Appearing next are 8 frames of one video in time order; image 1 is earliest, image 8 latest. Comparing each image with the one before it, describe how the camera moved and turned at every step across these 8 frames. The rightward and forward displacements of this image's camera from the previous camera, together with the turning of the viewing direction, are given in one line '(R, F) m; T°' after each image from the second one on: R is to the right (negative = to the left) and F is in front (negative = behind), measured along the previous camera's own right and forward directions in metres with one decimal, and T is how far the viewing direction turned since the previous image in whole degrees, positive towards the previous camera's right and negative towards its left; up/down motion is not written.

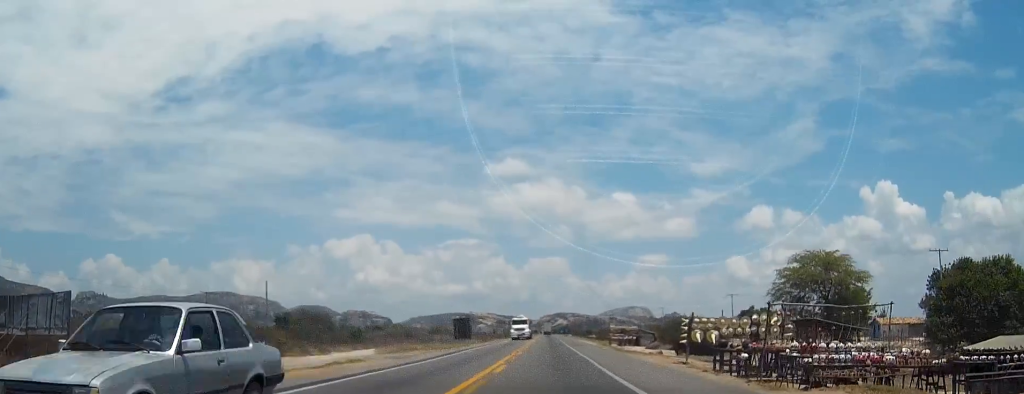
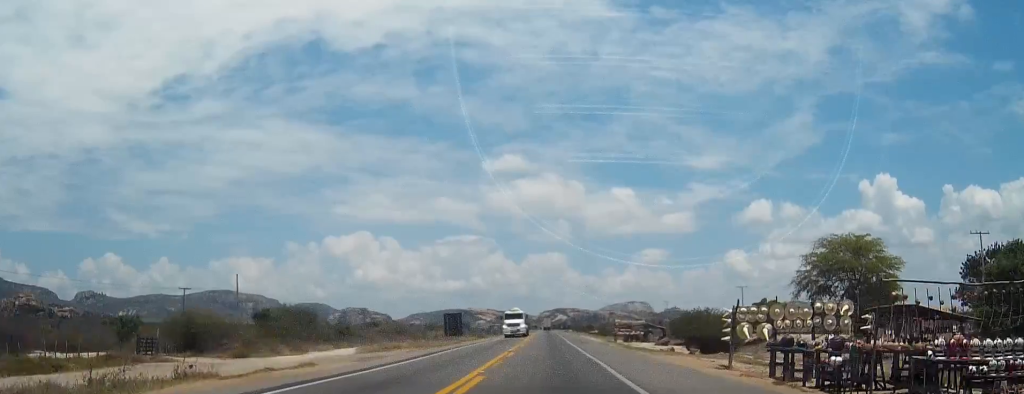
(0.0, +8.2) m; 0°
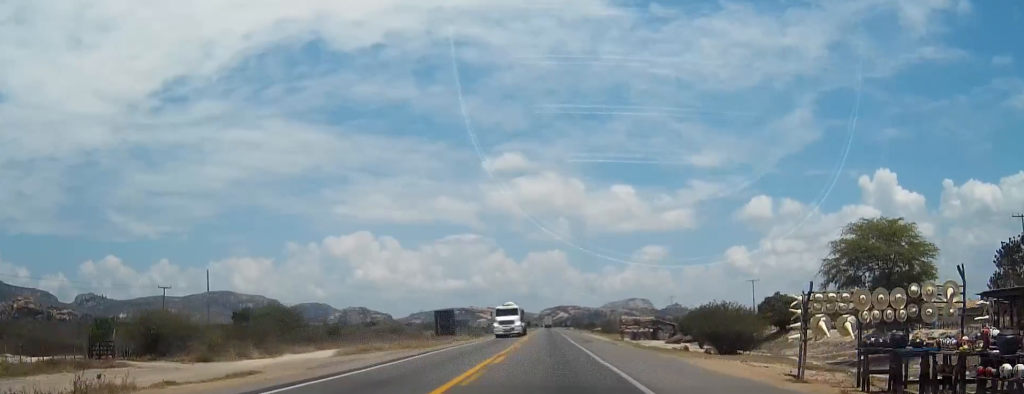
(0.0, +7.1) m; 0°
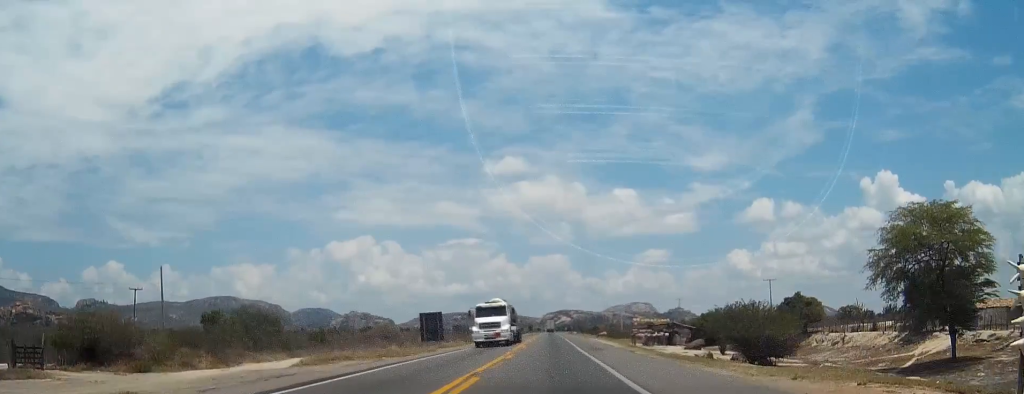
(0.0, +9.4) m; 0°
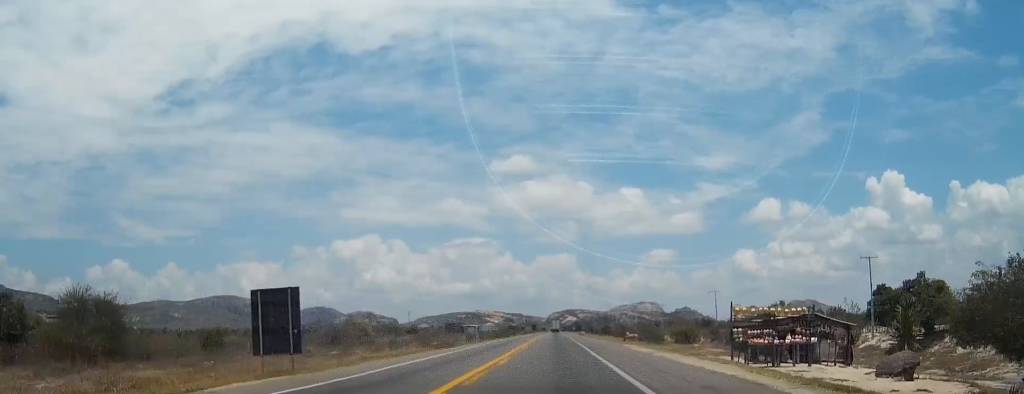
(+0.3, +38.6) m; +1°
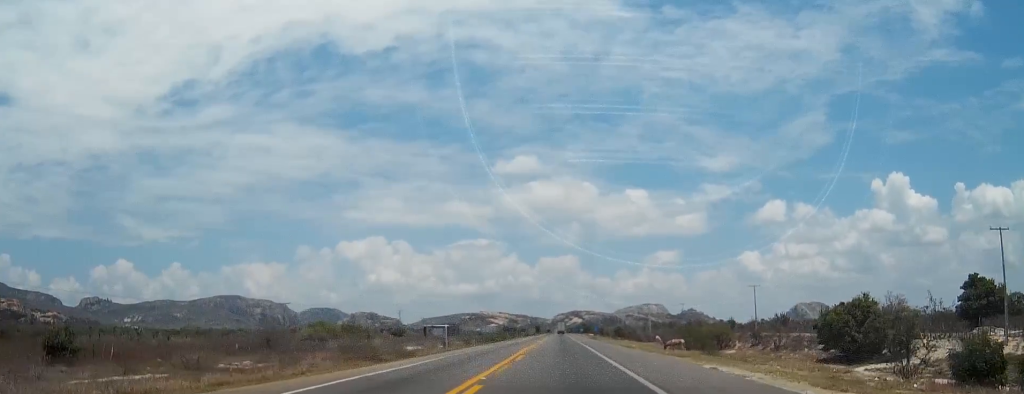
(-0.1, +28.0) m; 0°
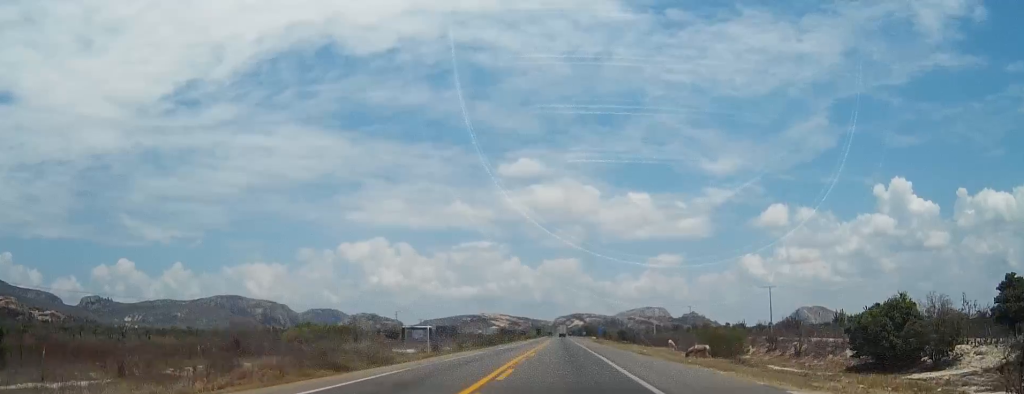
(0.0, +8.9) m; 0°
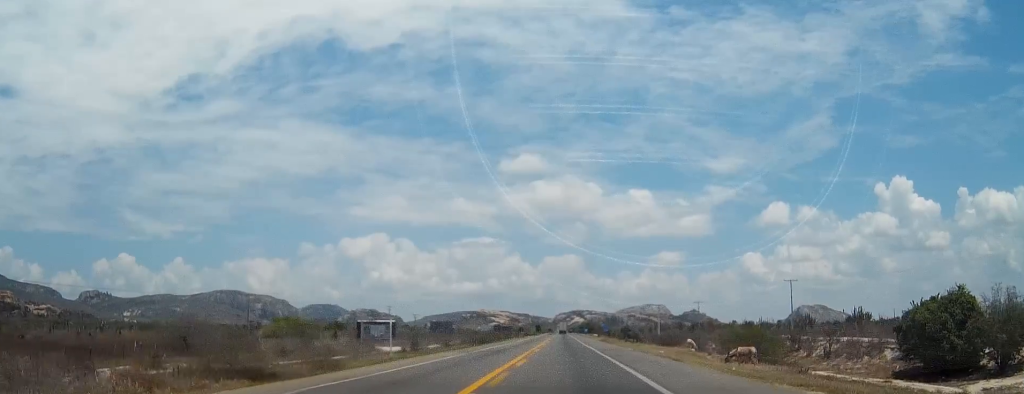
(0.0, +11.4) m; 0°
